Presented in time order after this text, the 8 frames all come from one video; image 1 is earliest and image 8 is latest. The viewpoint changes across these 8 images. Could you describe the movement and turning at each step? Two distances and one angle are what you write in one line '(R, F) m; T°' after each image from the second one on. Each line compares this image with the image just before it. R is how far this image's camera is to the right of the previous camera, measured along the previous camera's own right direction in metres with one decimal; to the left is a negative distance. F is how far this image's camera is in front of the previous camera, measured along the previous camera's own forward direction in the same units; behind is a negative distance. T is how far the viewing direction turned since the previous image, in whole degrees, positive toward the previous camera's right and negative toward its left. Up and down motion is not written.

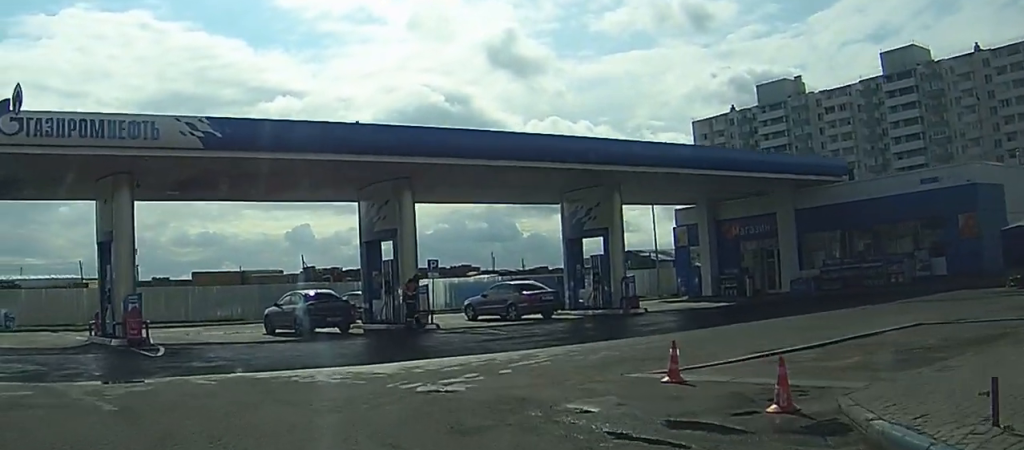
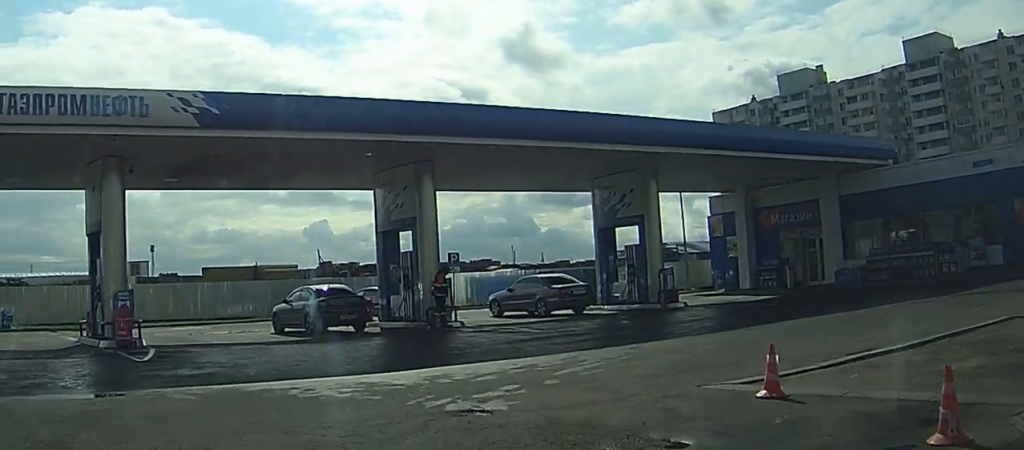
(0.0, +3.0) m; 0°
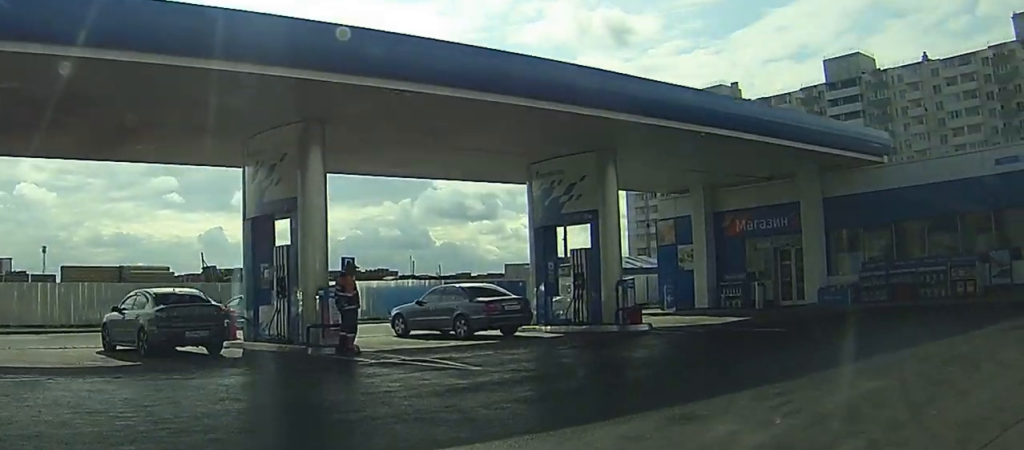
(+0.1, +7.6) m; +4°
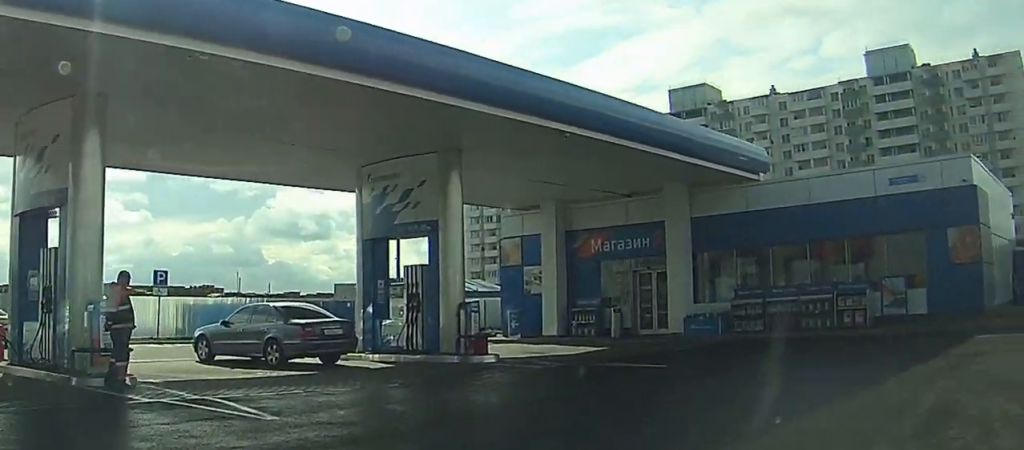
(+0.1, +3.5) m; +4°
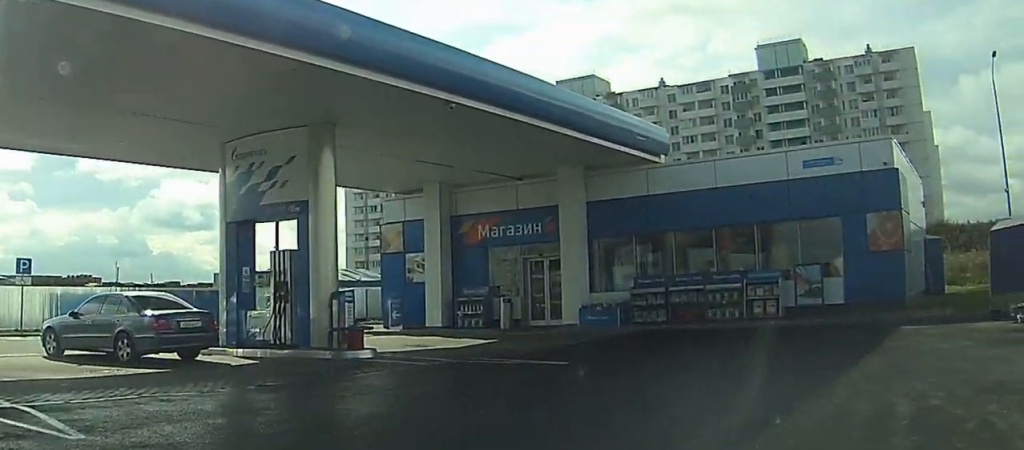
(+0.1, +1.8) m; +3°
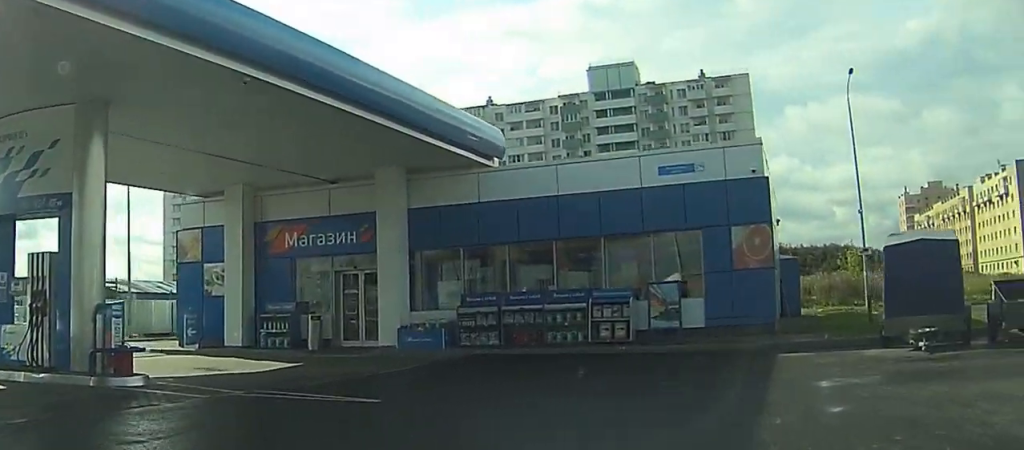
(0.0, +2.7) m; +4°
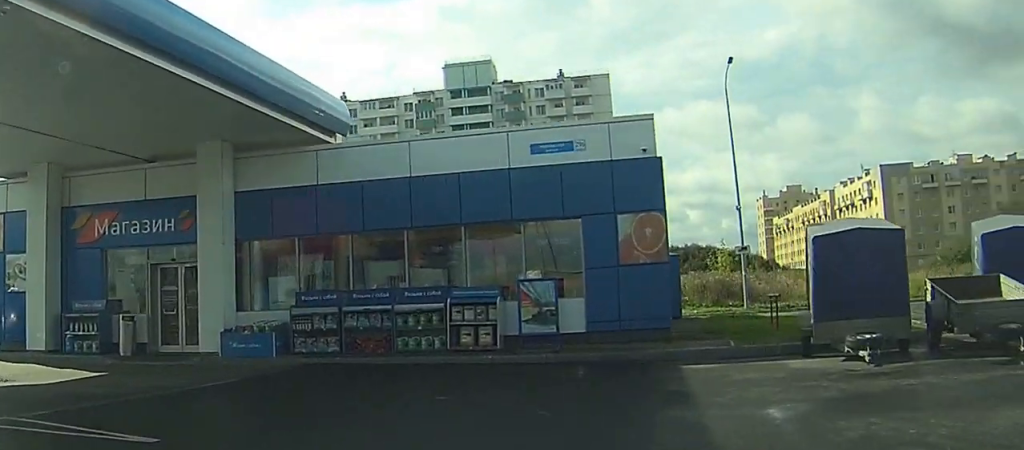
(+0.2, +2.7) m; +4°
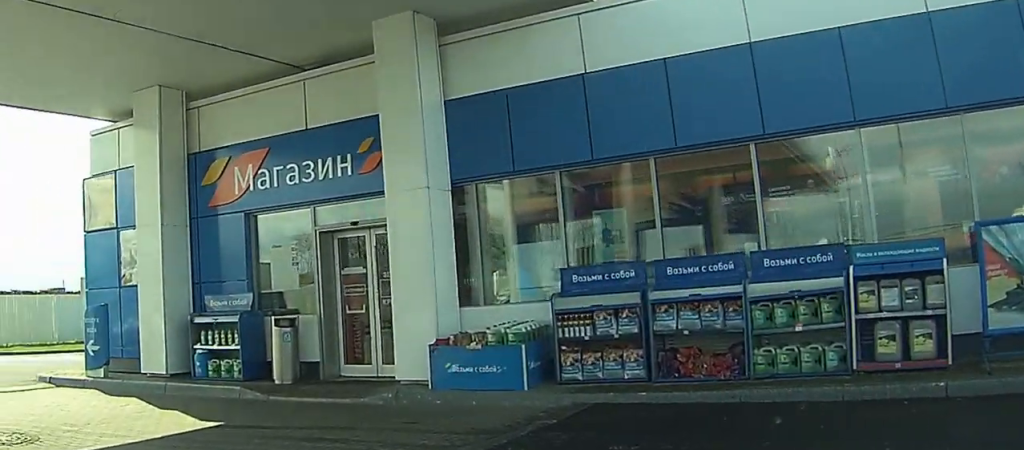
(+0.4, +8.1) m; +2°
